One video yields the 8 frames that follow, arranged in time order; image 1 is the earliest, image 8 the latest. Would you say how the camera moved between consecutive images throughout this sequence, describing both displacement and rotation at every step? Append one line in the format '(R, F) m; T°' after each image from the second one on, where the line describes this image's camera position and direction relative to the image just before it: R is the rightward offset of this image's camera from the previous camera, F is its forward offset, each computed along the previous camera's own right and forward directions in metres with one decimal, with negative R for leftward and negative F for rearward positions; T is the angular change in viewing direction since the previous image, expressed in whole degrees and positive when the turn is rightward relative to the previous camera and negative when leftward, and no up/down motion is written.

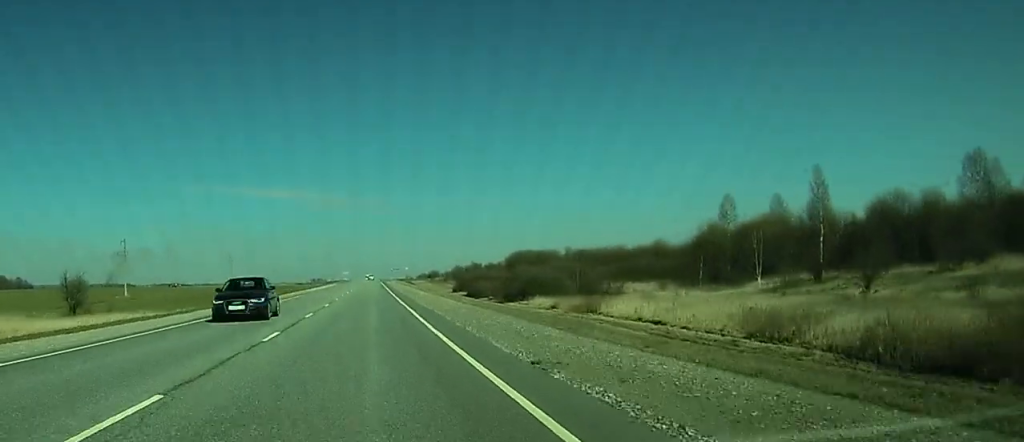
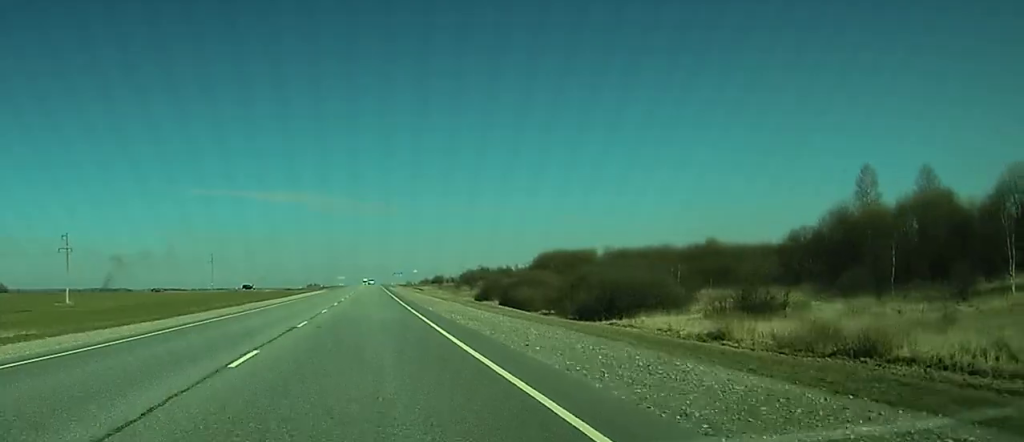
(+0.3, +42.2) m; 0°
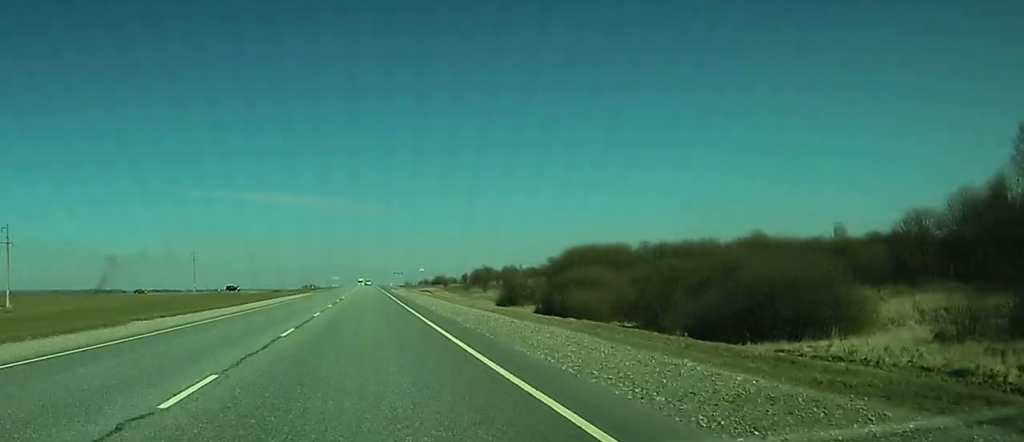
(-0.1, +28.7) m; 0°
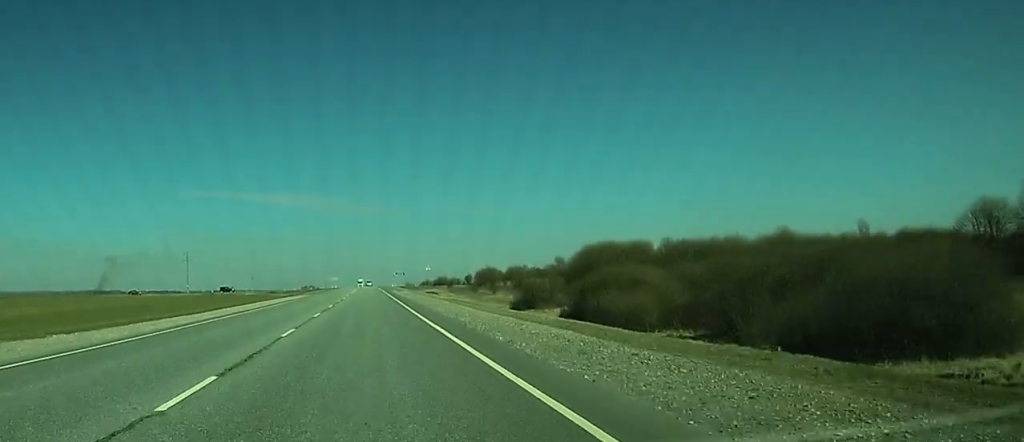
(-0.1, +12.3) m; 0°
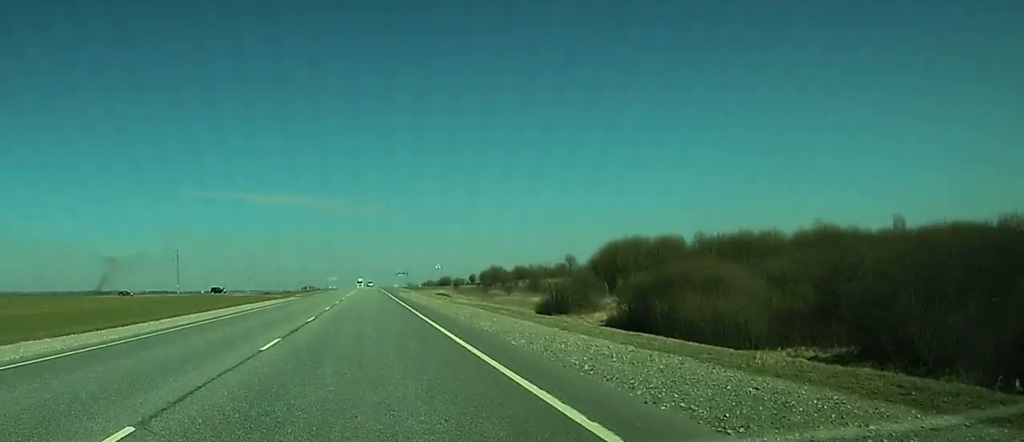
(+0.1, +16.4) m; +1°
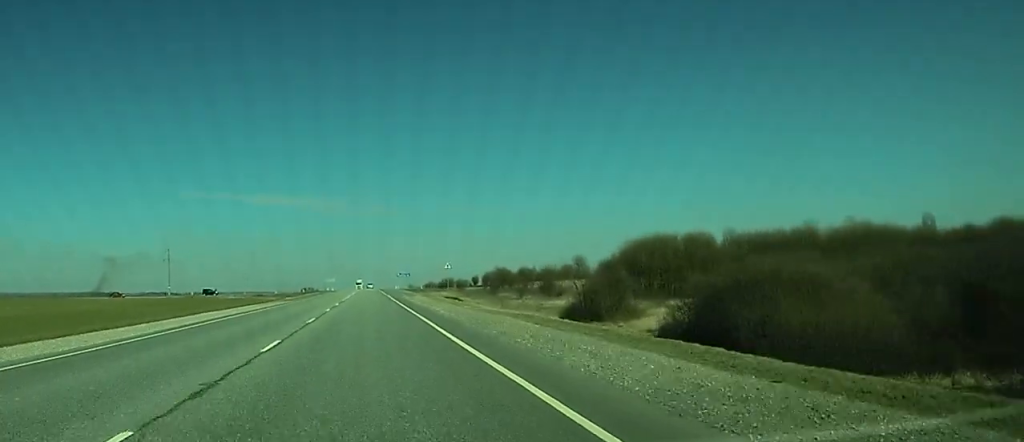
(+0.1, +12.3) m; +1°
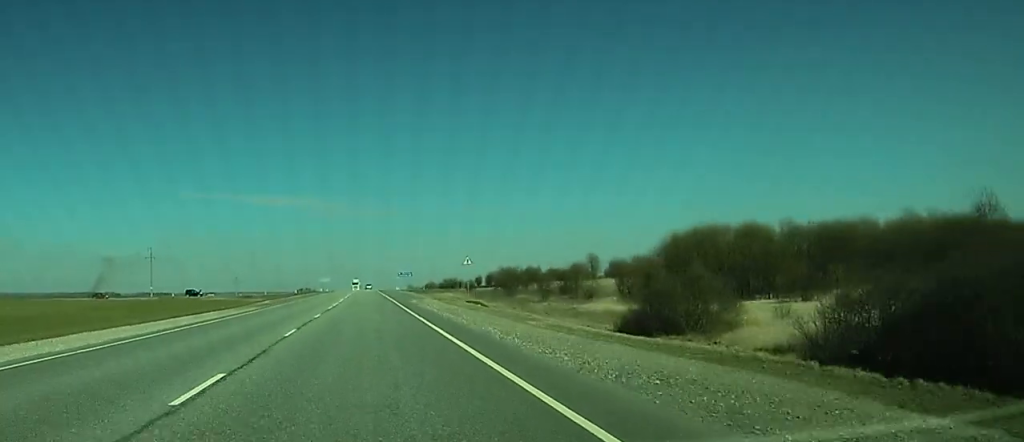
(+0.1, +19.4) m; 0°
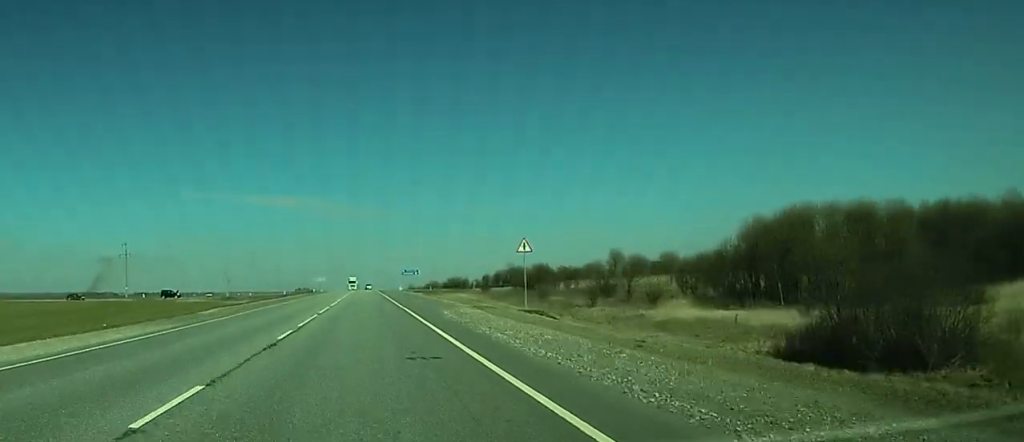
(+0.1, +25.5) m; -1°
